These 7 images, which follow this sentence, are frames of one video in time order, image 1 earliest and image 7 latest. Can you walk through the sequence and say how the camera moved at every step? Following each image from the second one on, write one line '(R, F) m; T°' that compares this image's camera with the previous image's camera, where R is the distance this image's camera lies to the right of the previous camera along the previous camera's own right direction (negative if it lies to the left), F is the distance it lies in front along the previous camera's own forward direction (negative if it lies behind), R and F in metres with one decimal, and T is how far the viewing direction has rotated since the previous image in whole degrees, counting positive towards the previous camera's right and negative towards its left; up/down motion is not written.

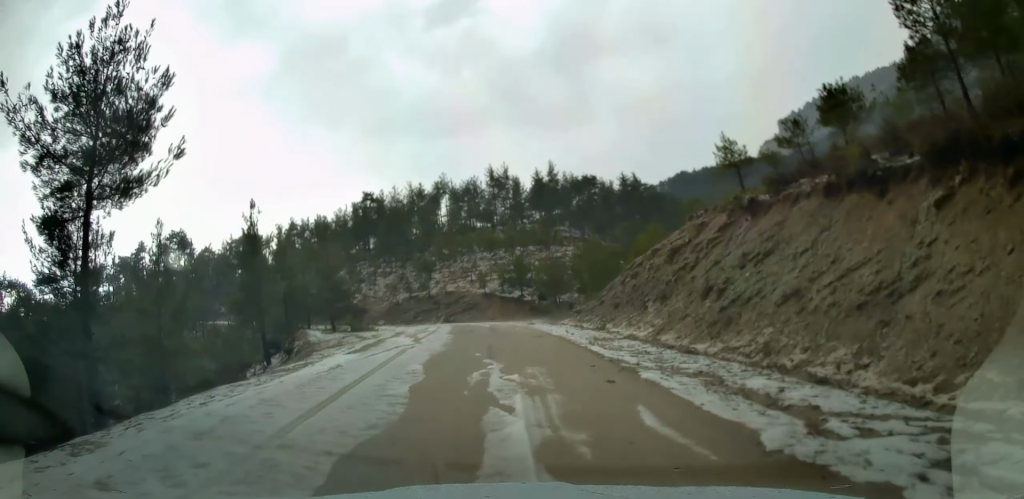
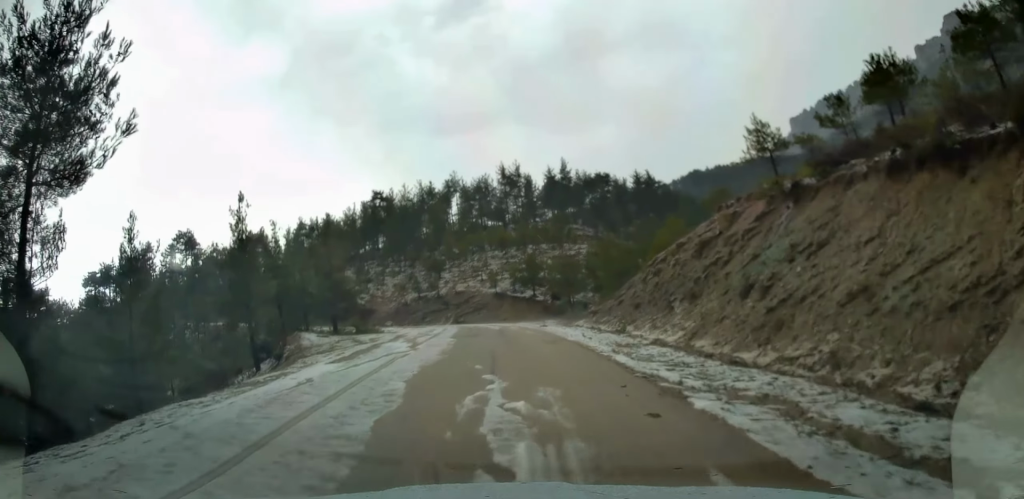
(0.0, +2.7) m; -1°
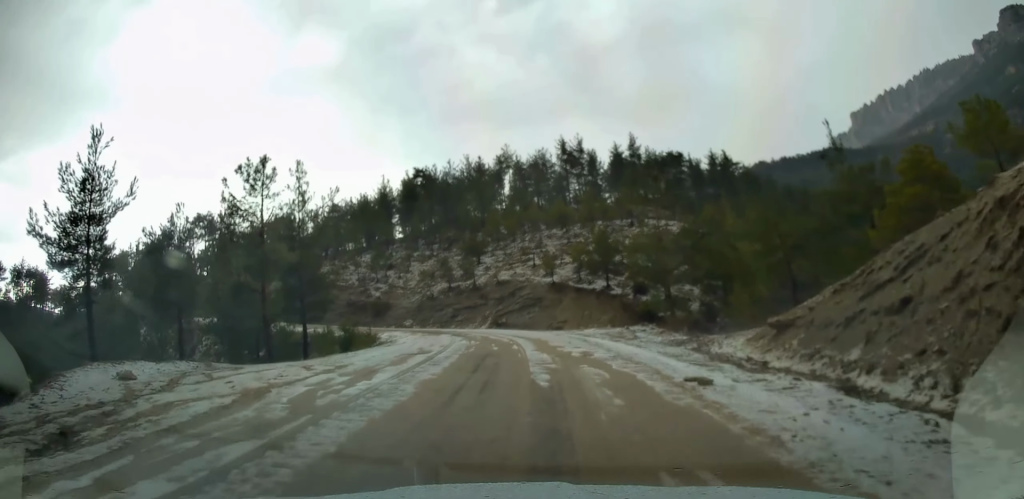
(-1.4, +20.8) m; -6°
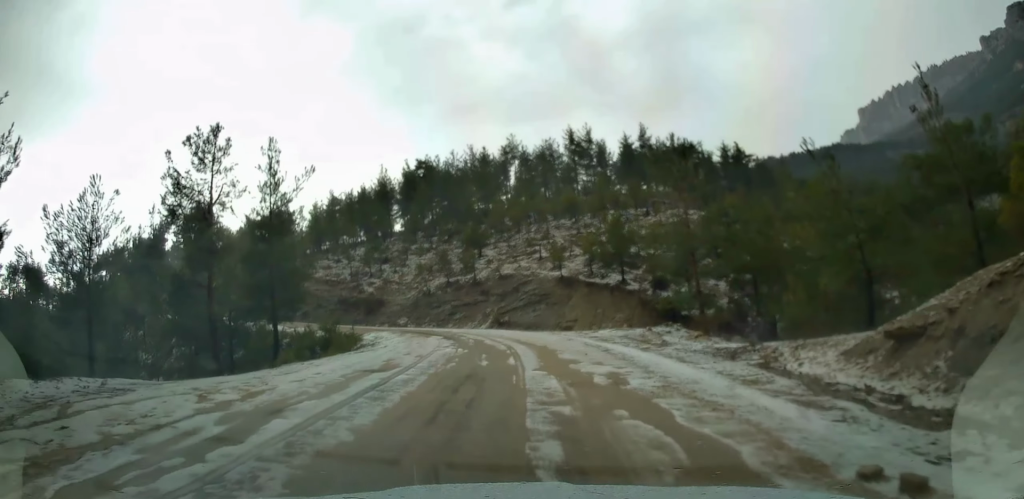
(0.0, +5.3) m; +1°
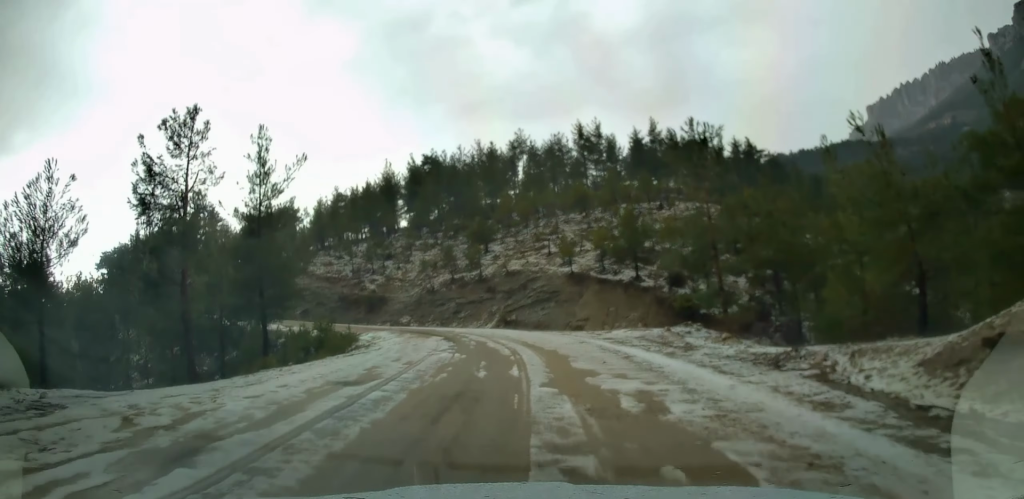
(+0.1, +2.5) m; 0°
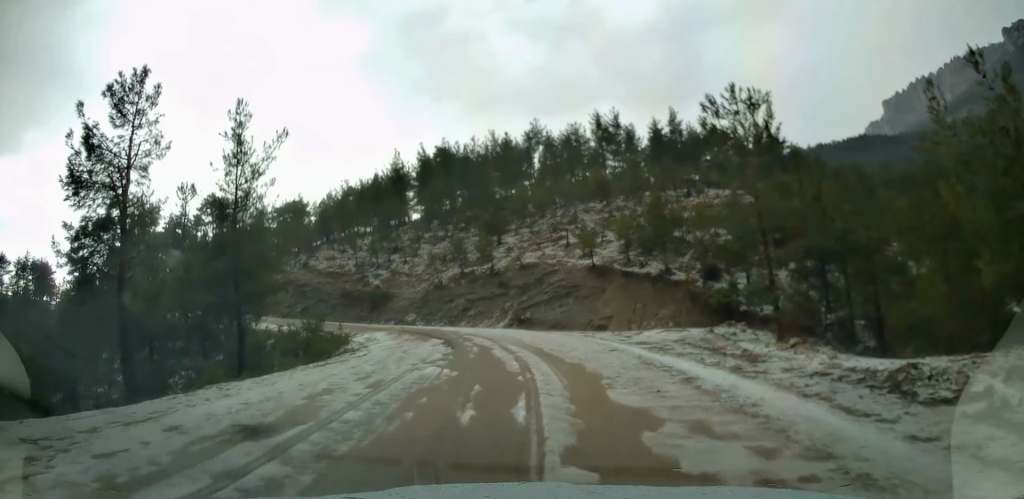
(0.0, +4.4) m; -1°
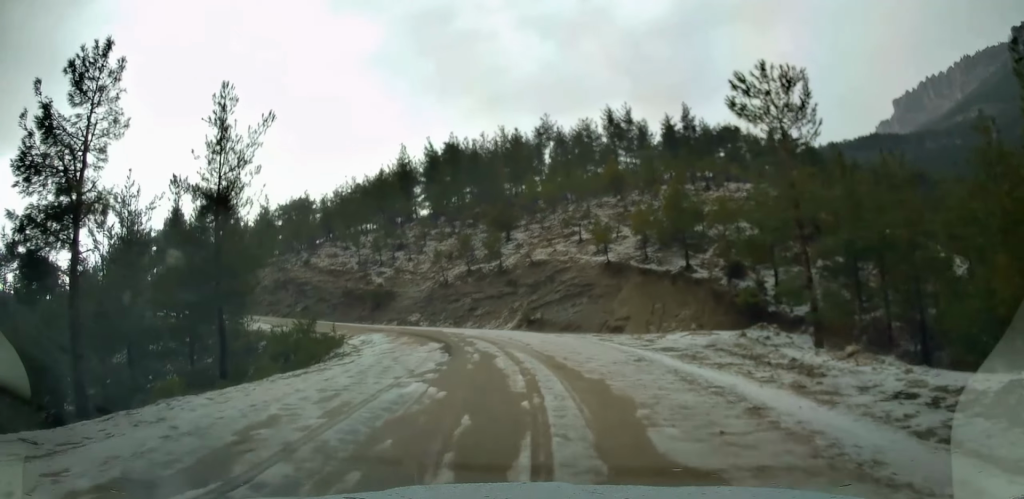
(0.0, +2.7) m; -2°
